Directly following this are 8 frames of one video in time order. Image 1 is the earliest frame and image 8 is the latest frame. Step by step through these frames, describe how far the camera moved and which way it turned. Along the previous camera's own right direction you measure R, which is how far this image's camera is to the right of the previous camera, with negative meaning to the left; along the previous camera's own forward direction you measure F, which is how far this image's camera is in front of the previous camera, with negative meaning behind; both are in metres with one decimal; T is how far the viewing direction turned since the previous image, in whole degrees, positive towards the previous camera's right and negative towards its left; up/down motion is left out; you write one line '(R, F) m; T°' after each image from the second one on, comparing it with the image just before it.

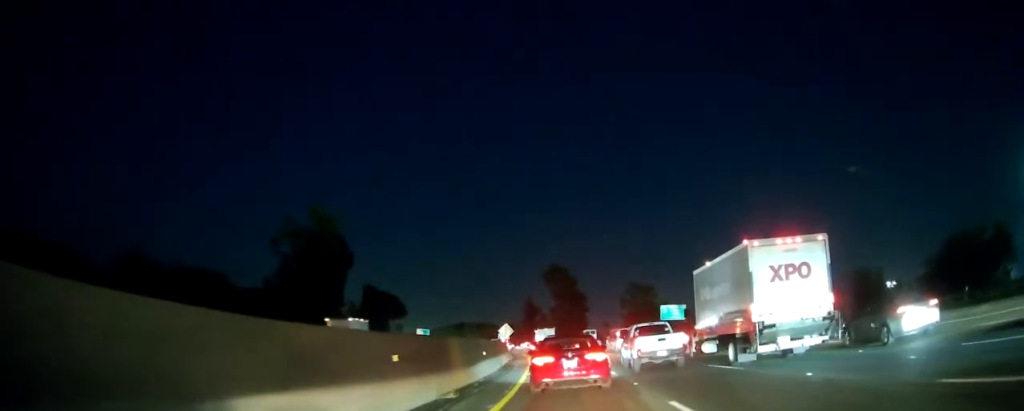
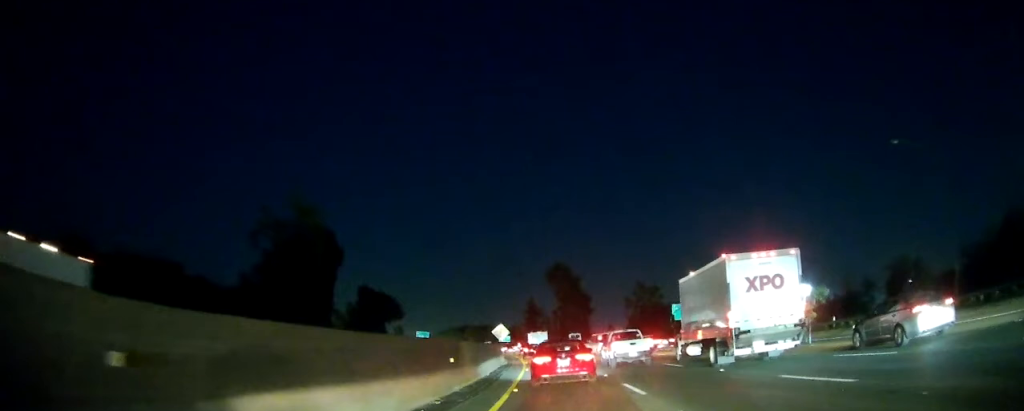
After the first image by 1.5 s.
(+0.1, +7.9) m; 0°
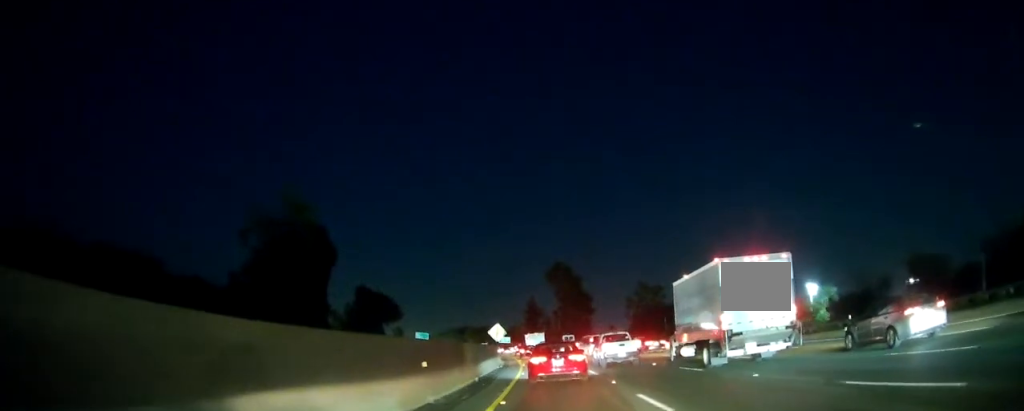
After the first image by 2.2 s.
(+0.1, +3.3) m; -2°
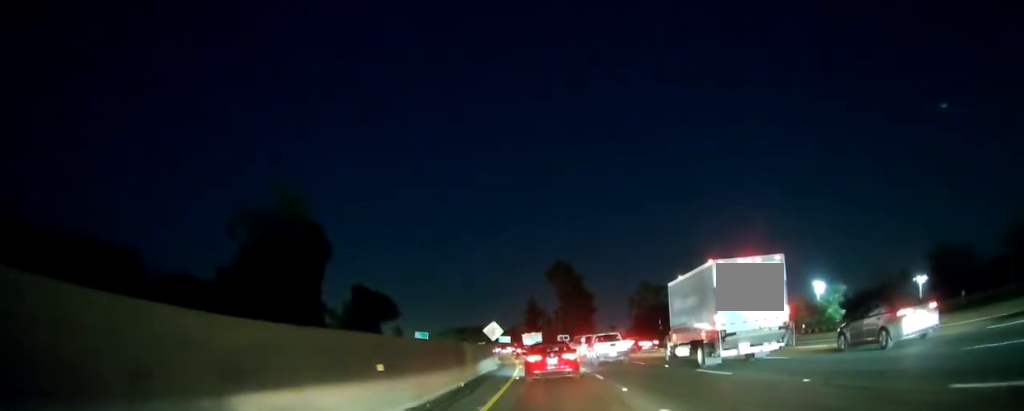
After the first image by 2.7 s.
(-0.1, +3.0) m; 0°
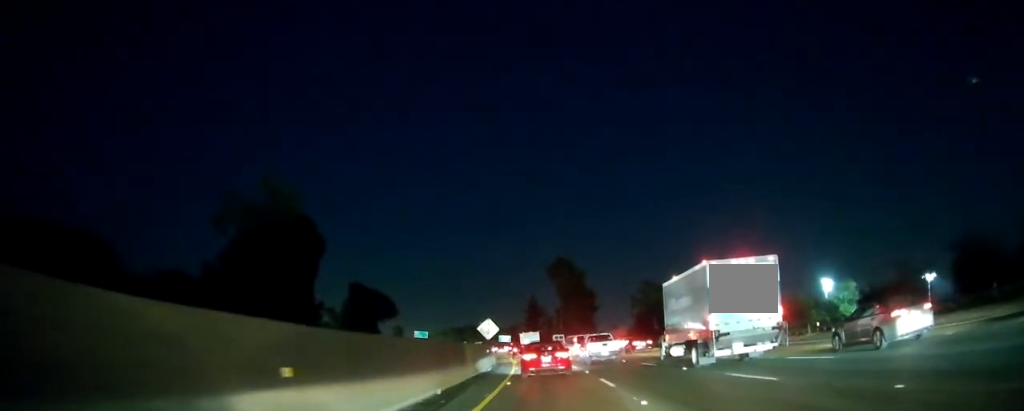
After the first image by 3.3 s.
(-0.2, +3.3) m; 0°
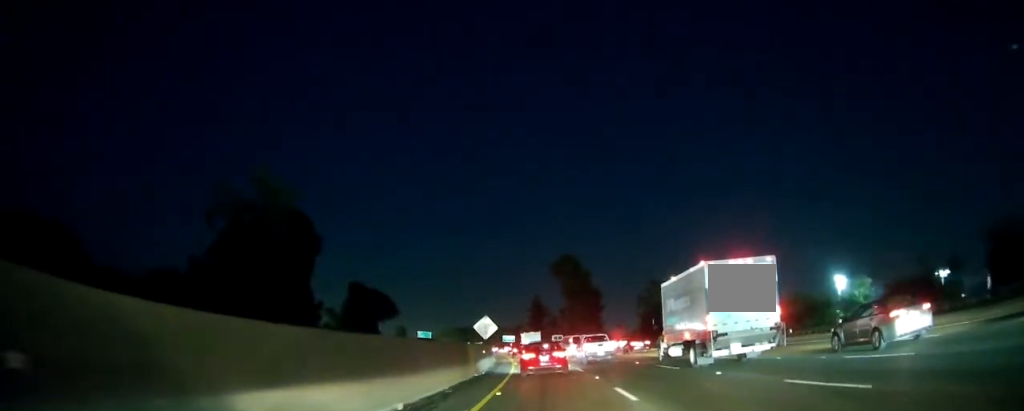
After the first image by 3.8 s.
(+0.2, +3.9) m; +1°
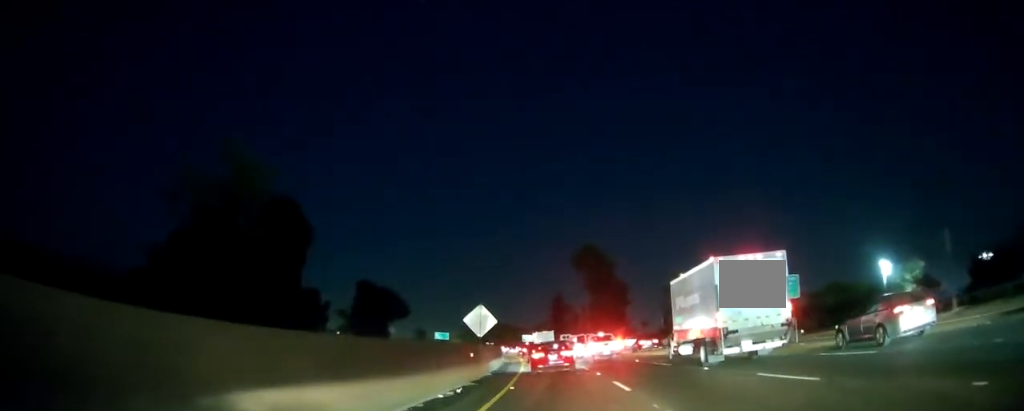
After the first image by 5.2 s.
(+0.1, +10.7) m; 0°
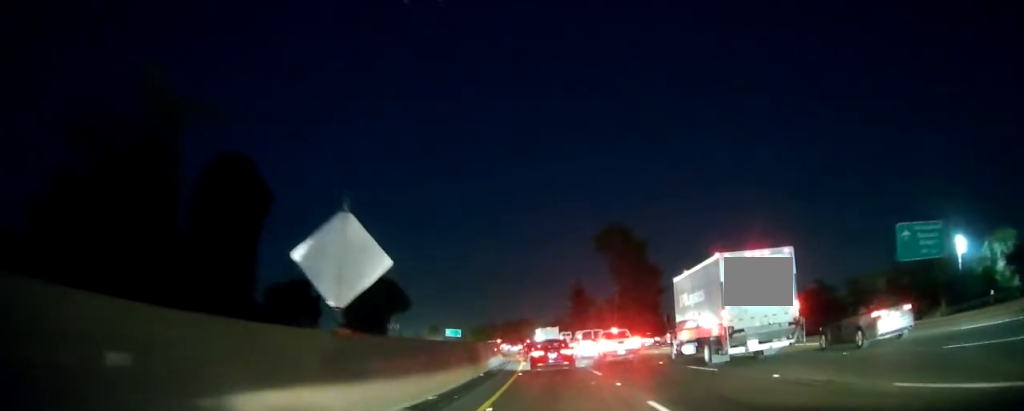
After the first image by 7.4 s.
(-0.6, +21.3) m; -4°
